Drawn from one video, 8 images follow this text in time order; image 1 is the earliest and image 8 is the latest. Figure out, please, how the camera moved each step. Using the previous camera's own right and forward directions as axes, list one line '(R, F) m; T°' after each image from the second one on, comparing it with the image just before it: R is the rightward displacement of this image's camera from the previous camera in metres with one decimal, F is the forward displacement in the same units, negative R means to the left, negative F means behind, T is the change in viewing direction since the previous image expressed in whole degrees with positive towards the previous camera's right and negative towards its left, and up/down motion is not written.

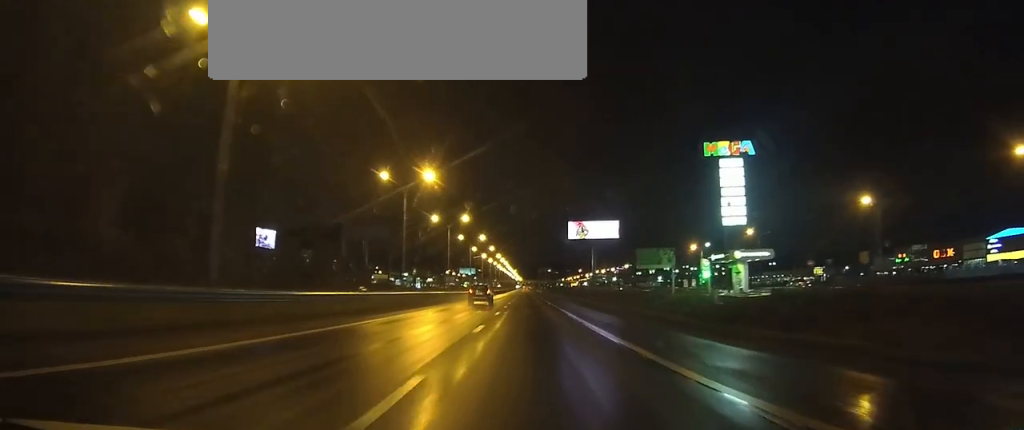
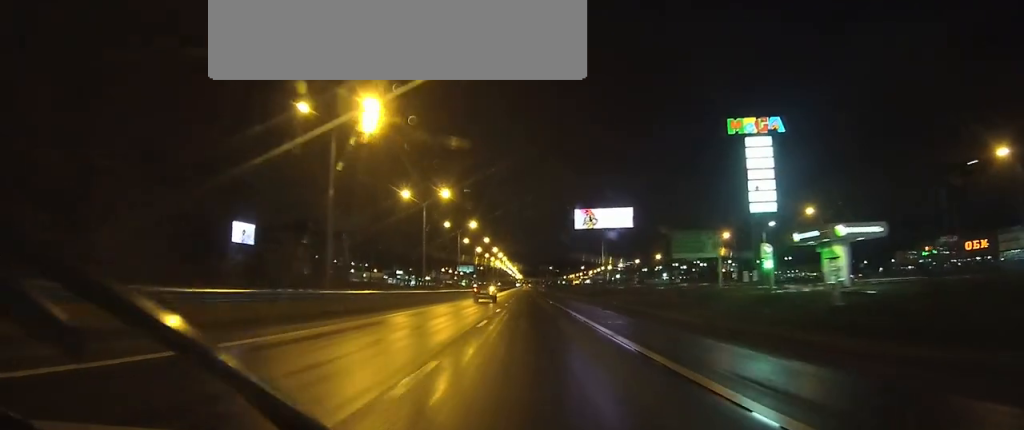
(0.0, +22.4) m; 0°
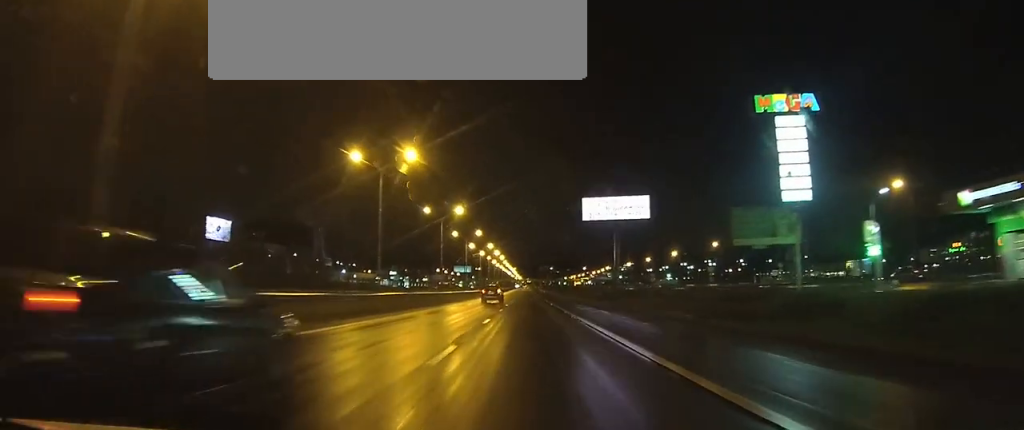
(0.0, +20.8) m; 0°
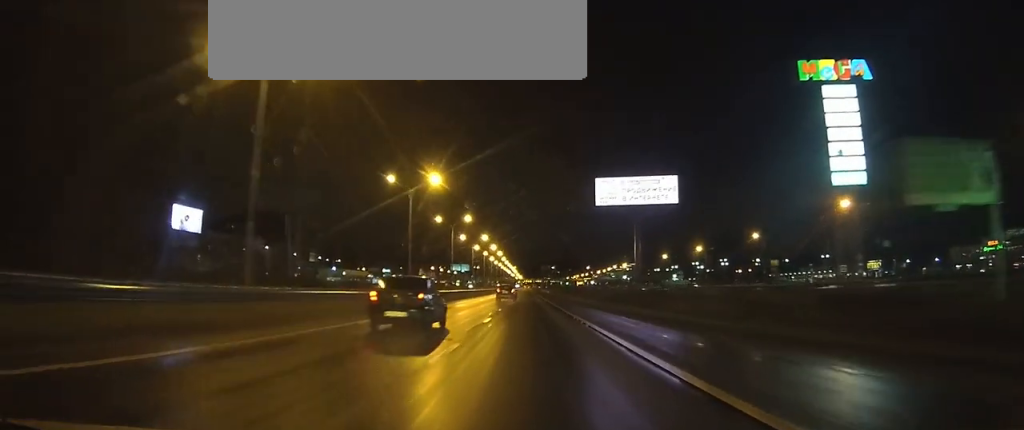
(0.0, +23.4) m; 0°
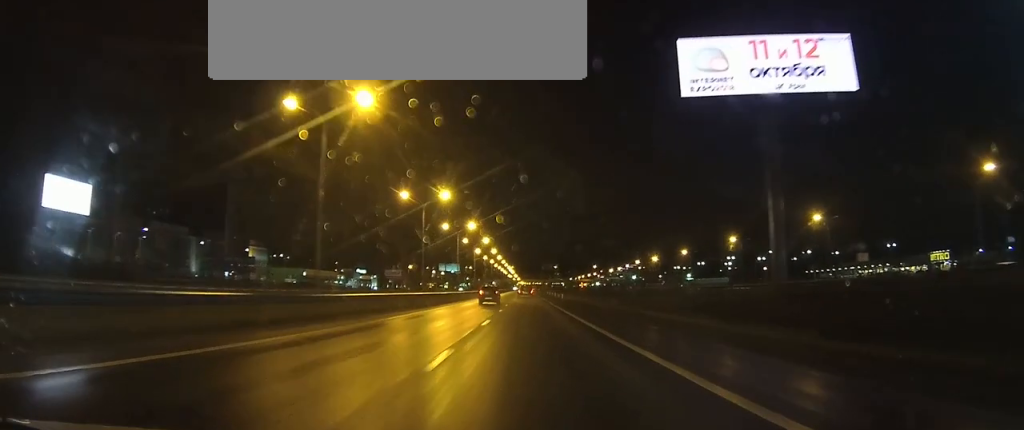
(0.0, +60.6) m; 0°
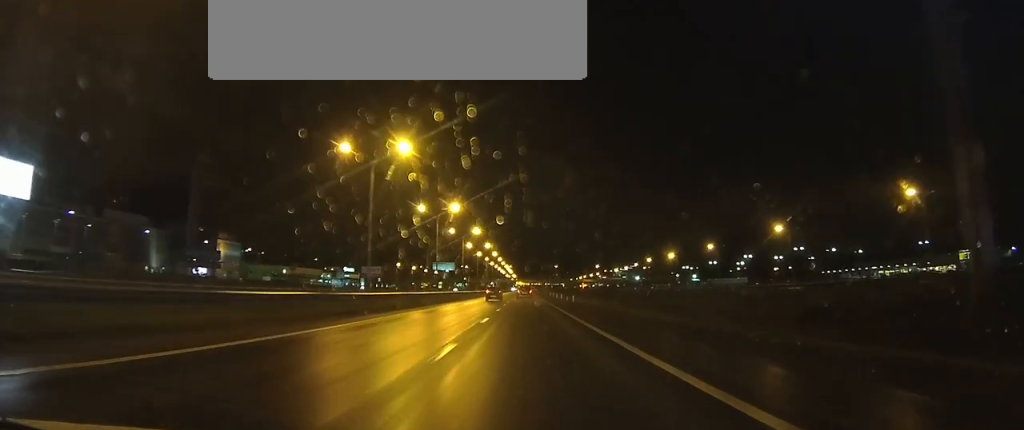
(0.0, +22.9) m; 0°
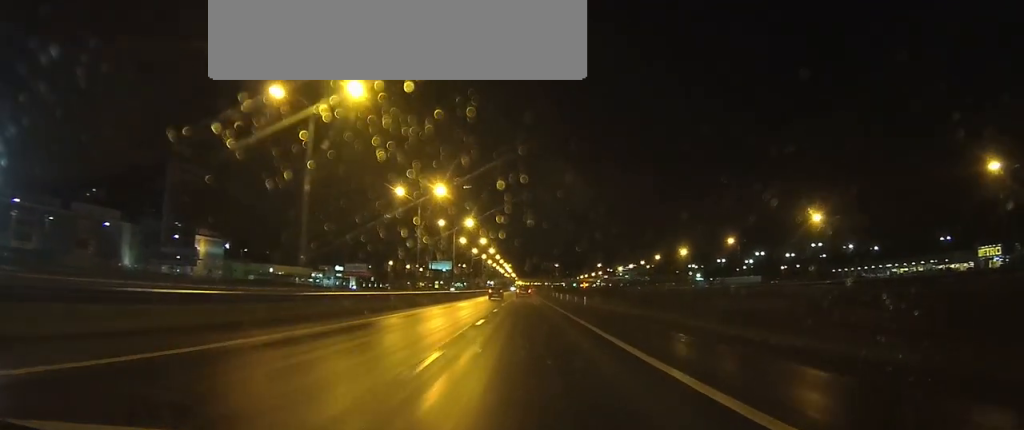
(0.0, +13.6) m; 0°
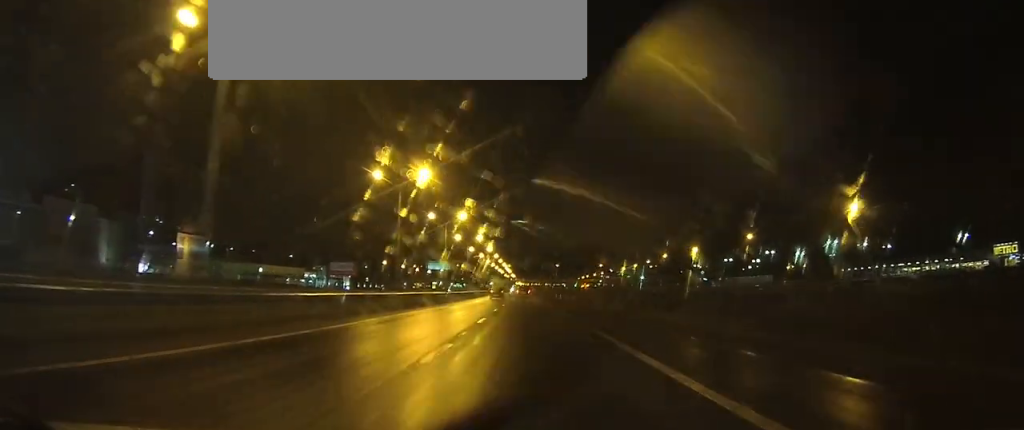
(0.0, +10.2) m; 0°
